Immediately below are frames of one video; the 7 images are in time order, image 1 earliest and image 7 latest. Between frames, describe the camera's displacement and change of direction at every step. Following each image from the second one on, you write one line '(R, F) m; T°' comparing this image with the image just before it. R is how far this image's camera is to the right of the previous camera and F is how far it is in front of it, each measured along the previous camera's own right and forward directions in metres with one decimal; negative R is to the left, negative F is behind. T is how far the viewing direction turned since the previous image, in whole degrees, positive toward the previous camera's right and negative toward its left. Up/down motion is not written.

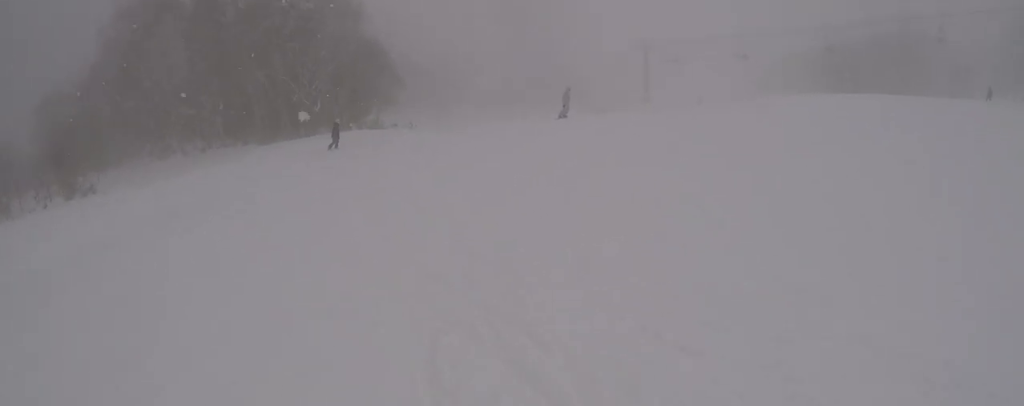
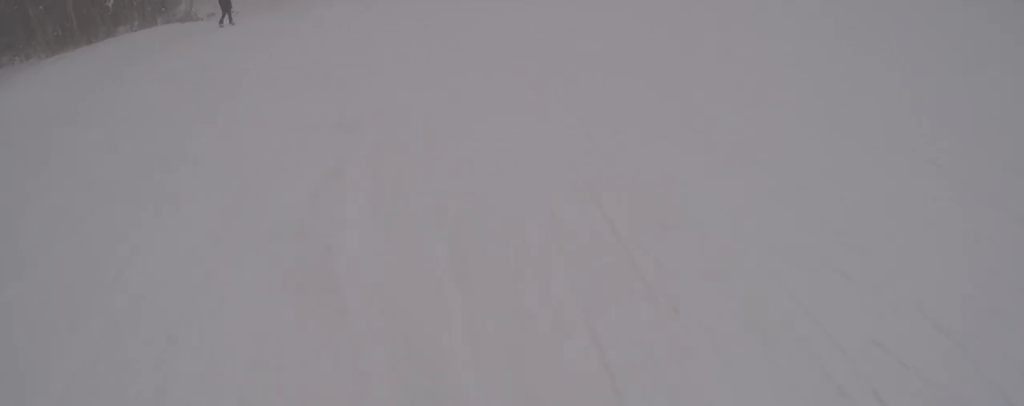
(+0.7, +6.6) m; +17°
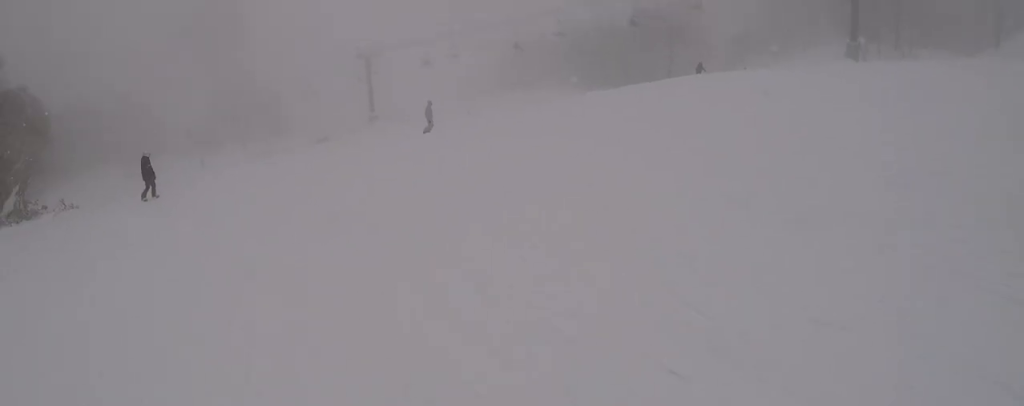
(+2.2, +8.6) m; +7°
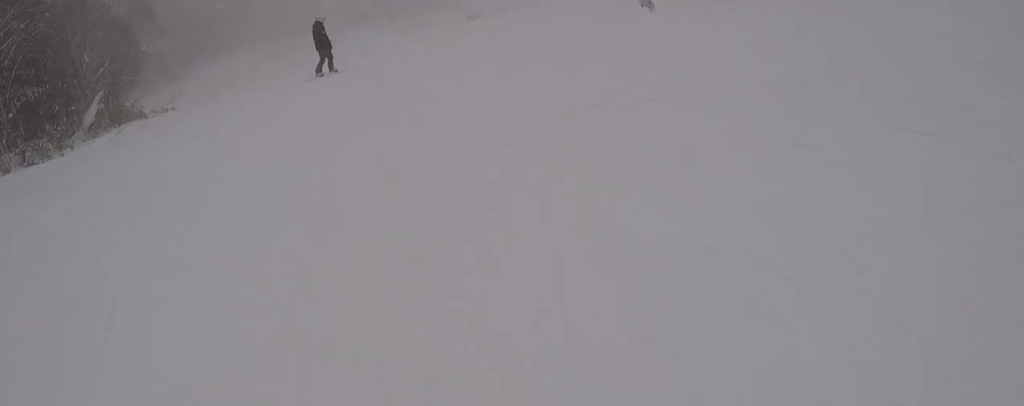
(-1.7, +7.3) m; -20°
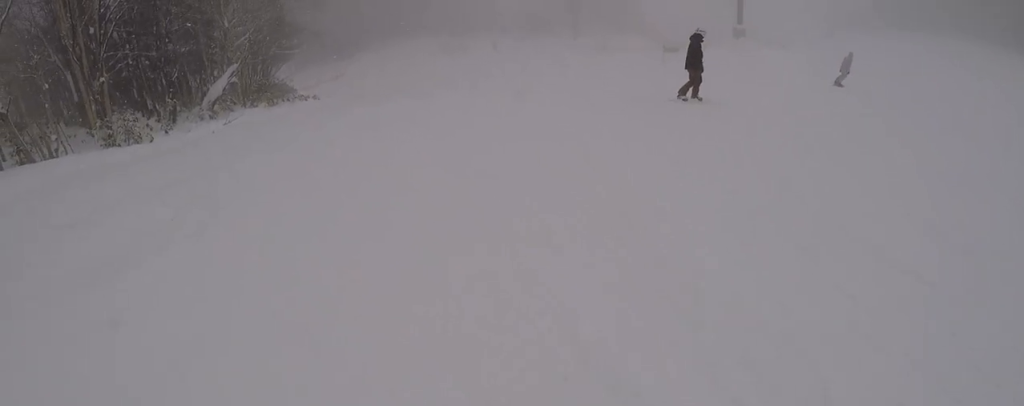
(-0.2, +7.7) m; -16°
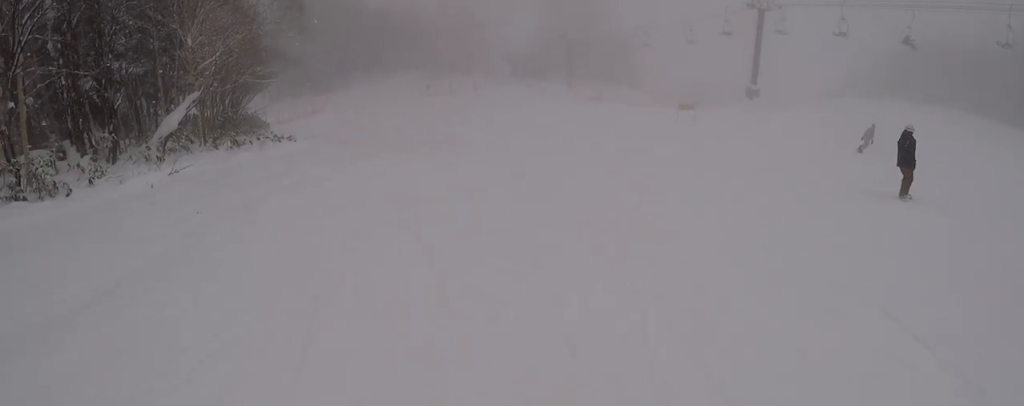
(-1.5, +5.3) m; +1°
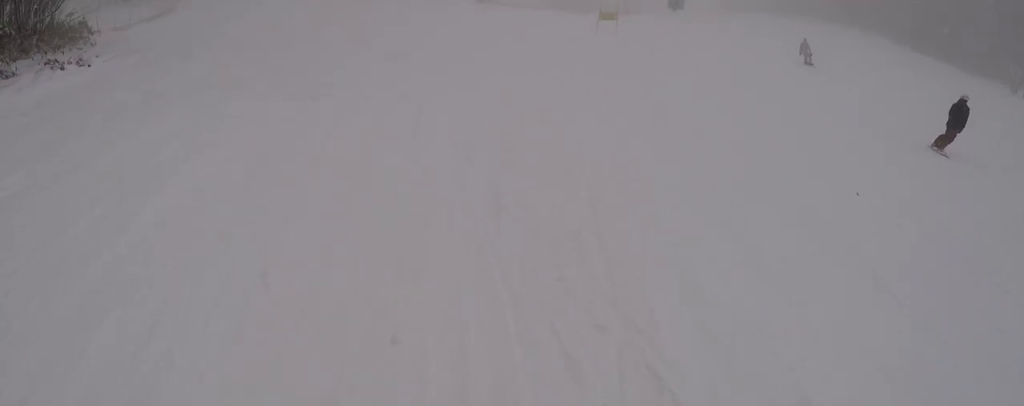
(+2.3, +7.8) m; +26°
